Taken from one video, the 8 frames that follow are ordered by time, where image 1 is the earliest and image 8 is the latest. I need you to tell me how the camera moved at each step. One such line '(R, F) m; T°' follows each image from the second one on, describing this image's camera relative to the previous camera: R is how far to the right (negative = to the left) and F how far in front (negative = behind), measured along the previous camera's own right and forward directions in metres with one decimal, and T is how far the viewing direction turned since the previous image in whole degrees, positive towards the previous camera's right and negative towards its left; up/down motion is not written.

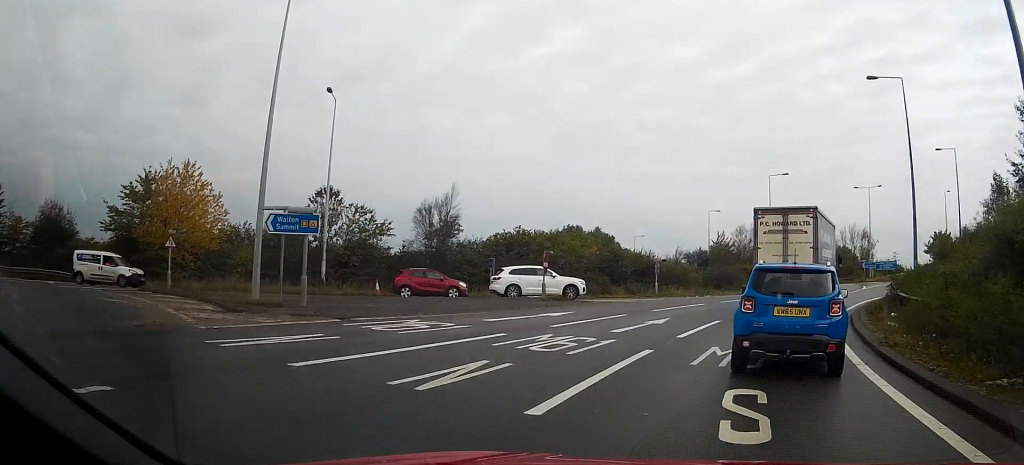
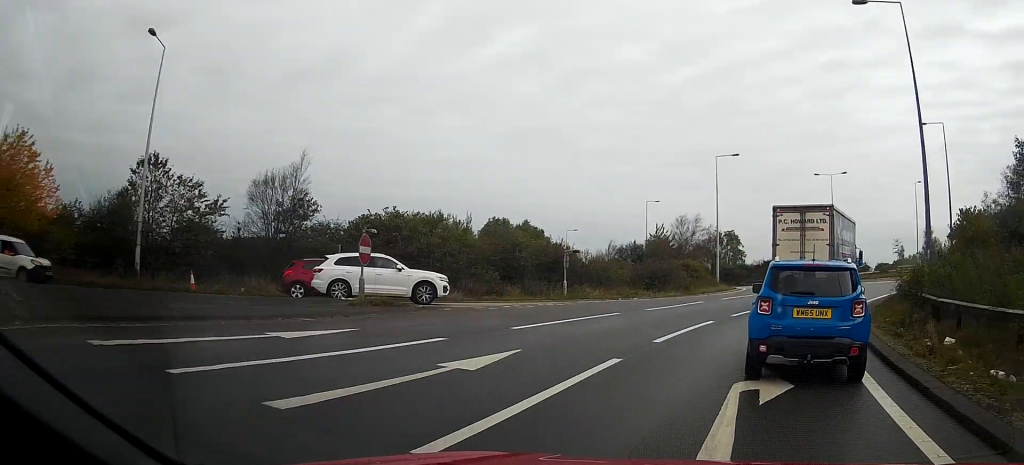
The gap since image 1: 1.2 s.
(-0.1, +10.0) m; +2°
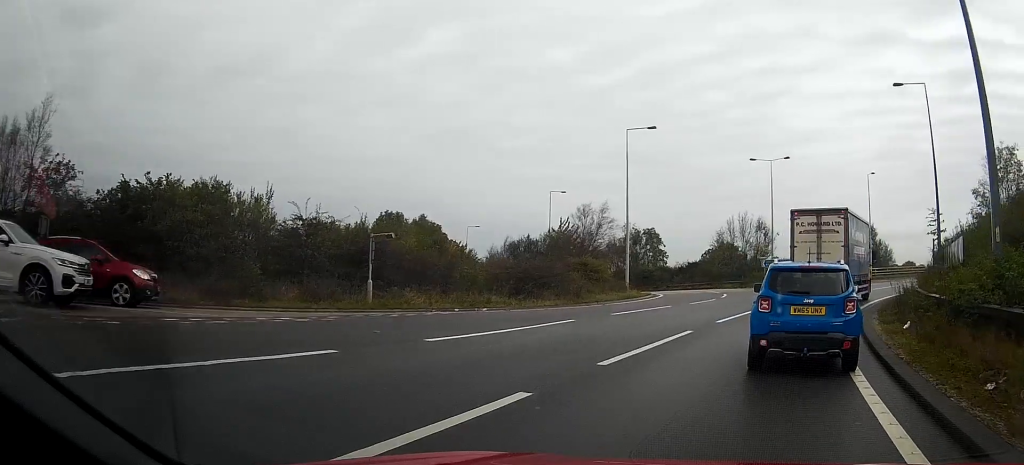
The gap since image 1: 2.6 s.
(+0.8, +12.2) m; +9°
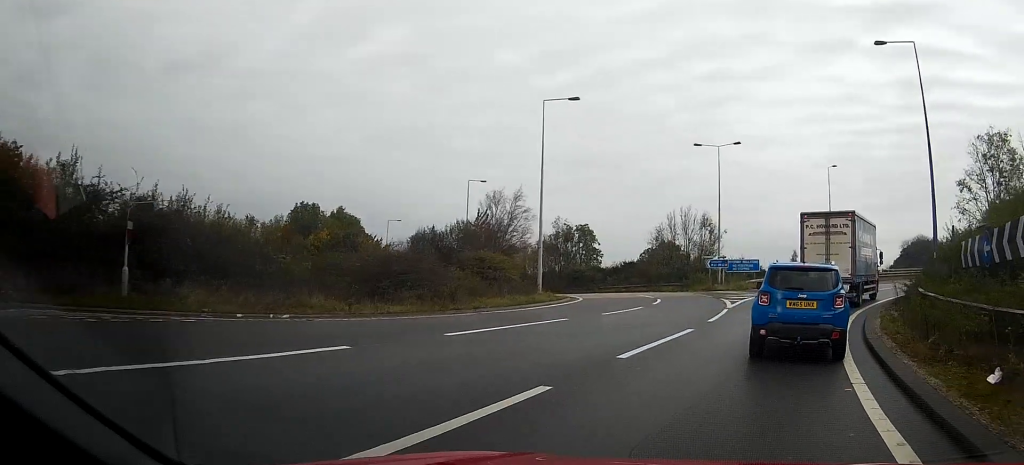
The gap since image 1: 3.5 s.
(+0.4, +8.4) m; +6°
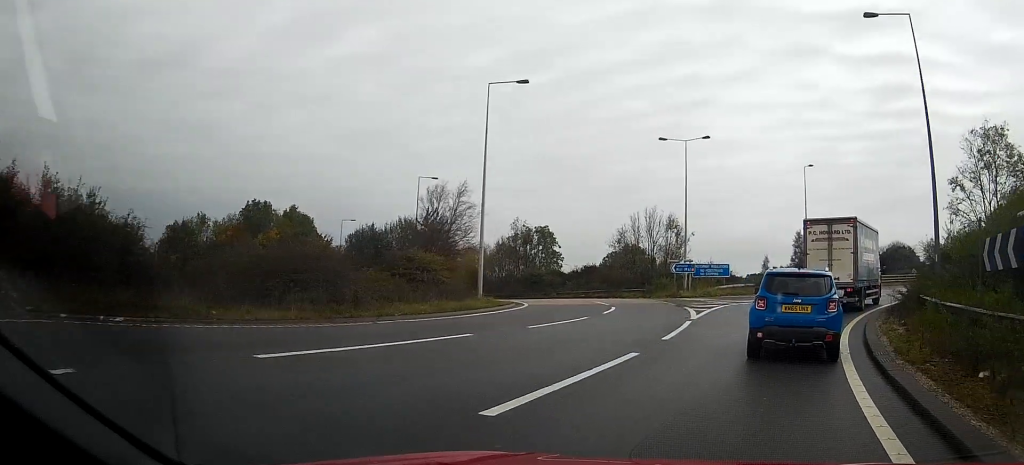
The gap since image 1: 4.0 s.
(+0.2, +4.4) m; +3°
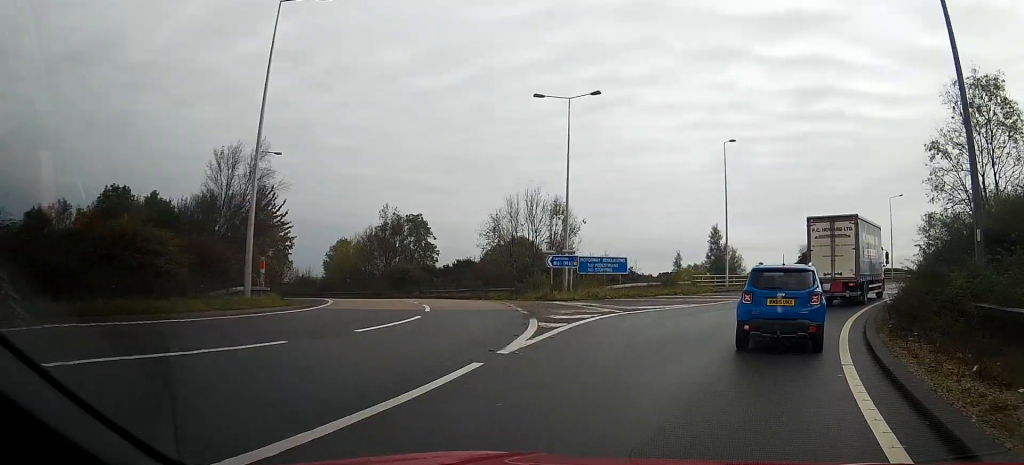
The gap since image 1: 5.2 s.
(+0.8, +11.3) m; +8°
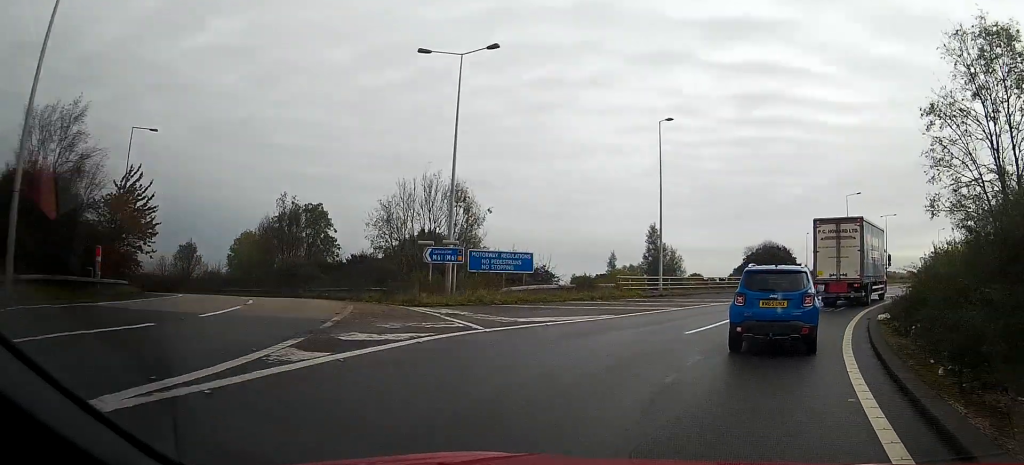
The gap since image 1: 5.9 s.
(+0.3, +7.8) m; +6°
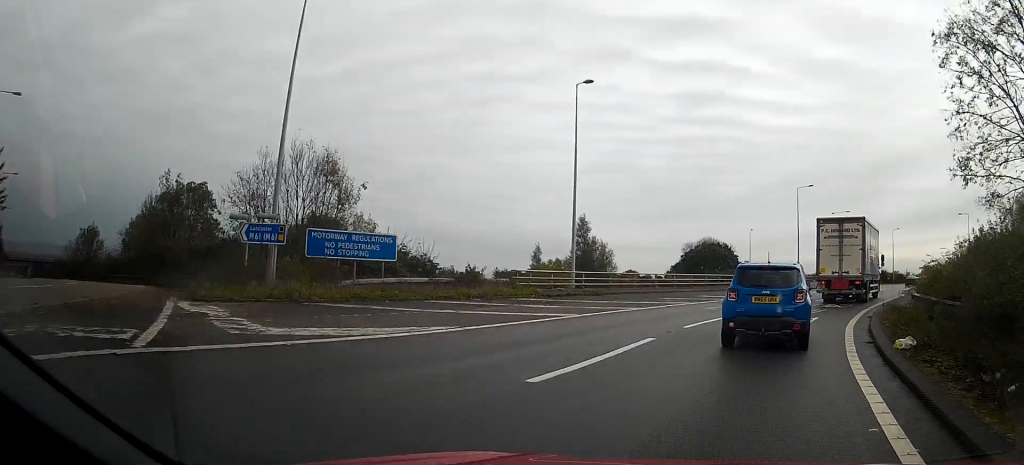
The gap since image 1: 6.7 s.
(+0.2, +7.9) m; +7°
